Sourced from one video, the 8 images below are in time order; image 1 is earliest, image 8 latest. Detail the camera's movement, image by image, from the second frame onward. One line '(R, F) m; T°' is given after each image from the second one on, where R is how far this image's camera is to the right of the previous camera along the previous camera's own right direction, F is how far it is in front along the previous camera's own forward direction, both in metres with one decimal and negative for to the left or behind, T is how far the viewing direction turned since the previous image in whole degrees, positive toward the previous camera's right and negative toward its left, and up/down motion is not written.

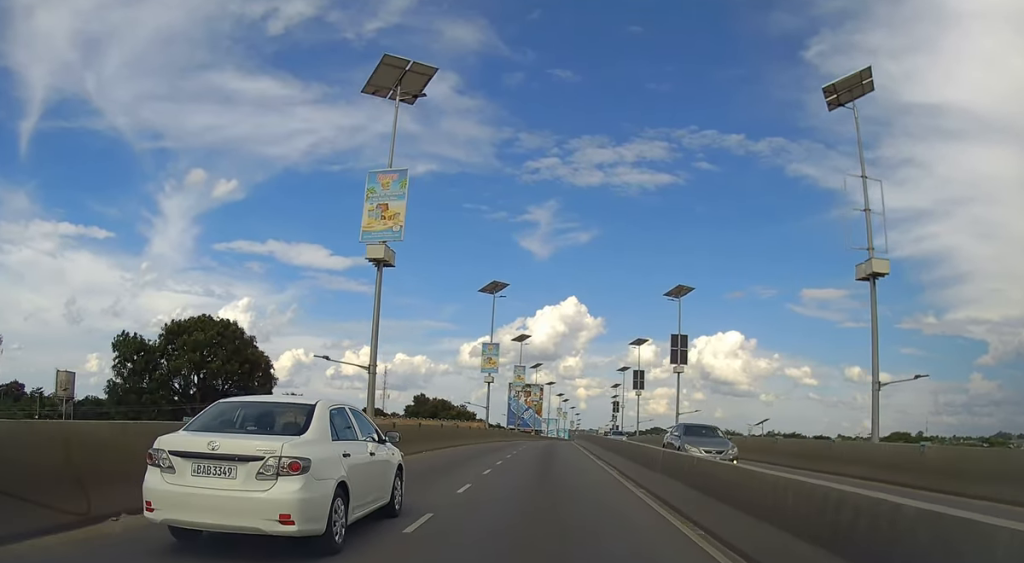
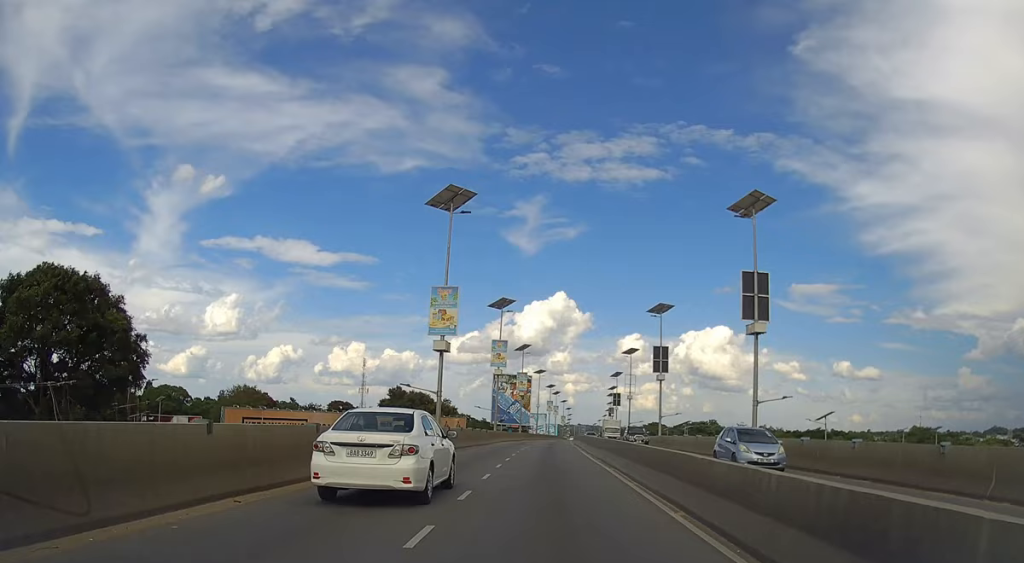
(0.0, +23.0) m; +1°
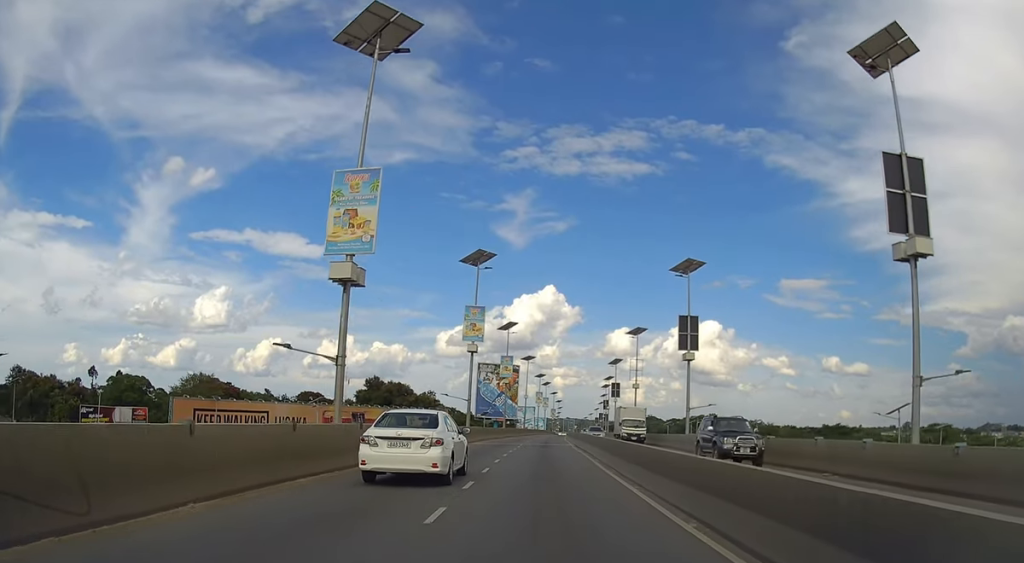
(+0.1, +16.2) m; +1°
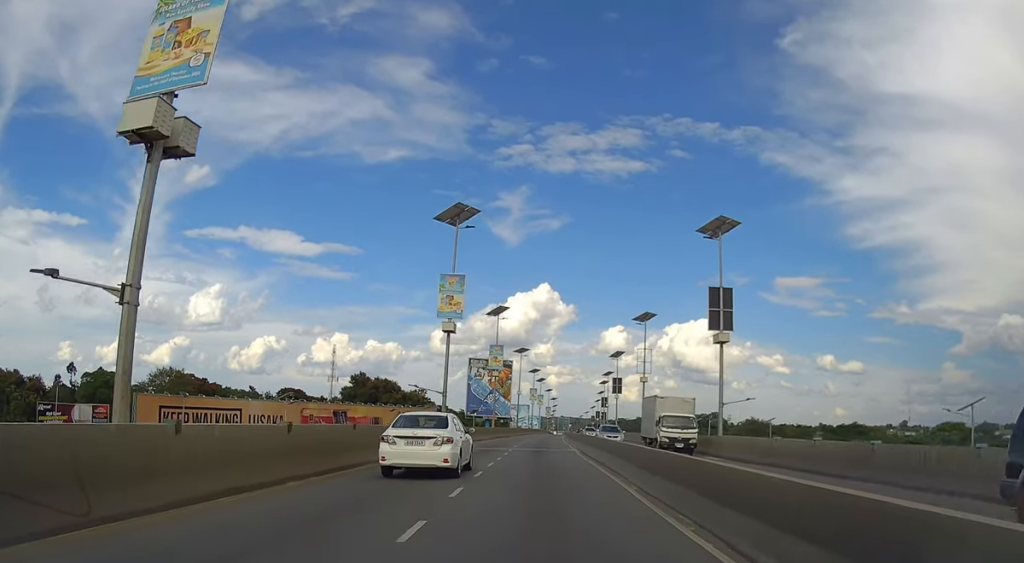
(0.0, +10.3) m; 0°
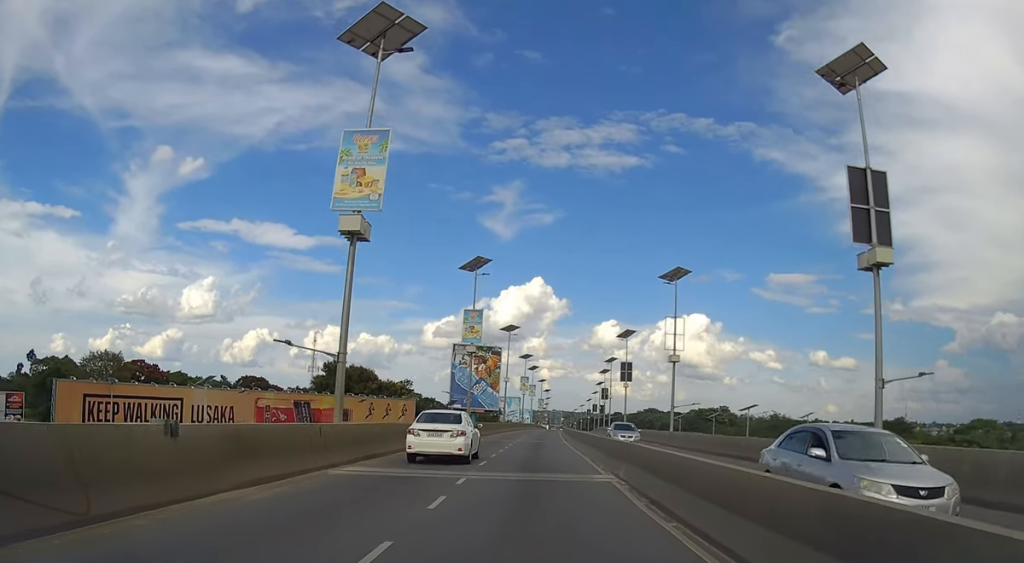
(+0.1, +19.5) m; 0°
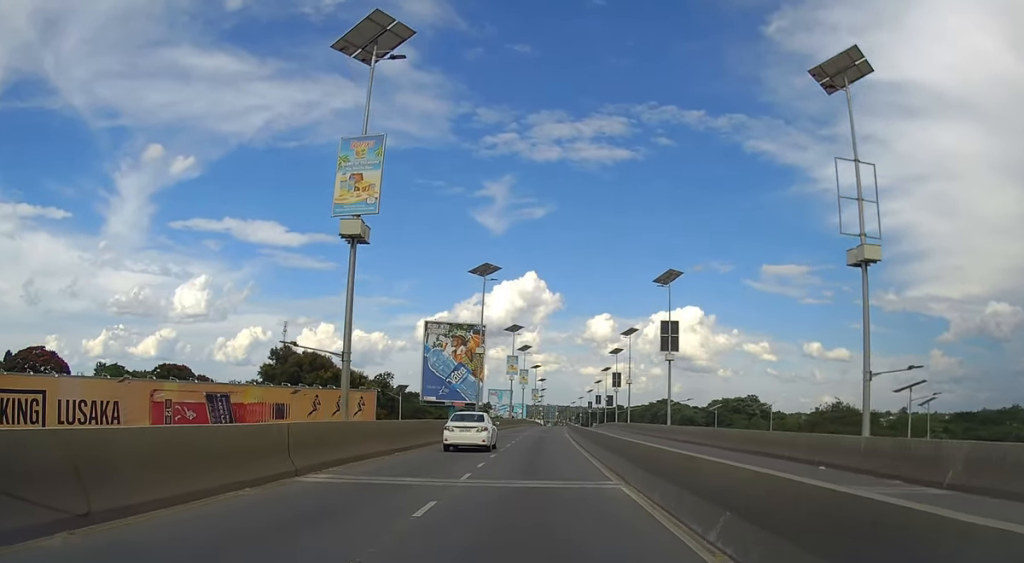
(+0.5, +32.9) m; +1°
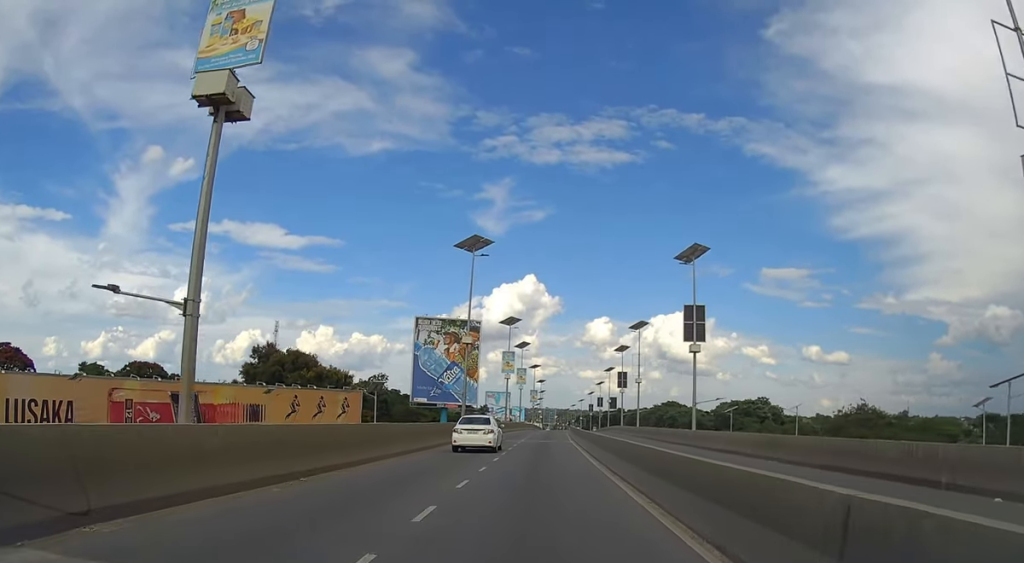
(0.0, +9.5) m; 0°
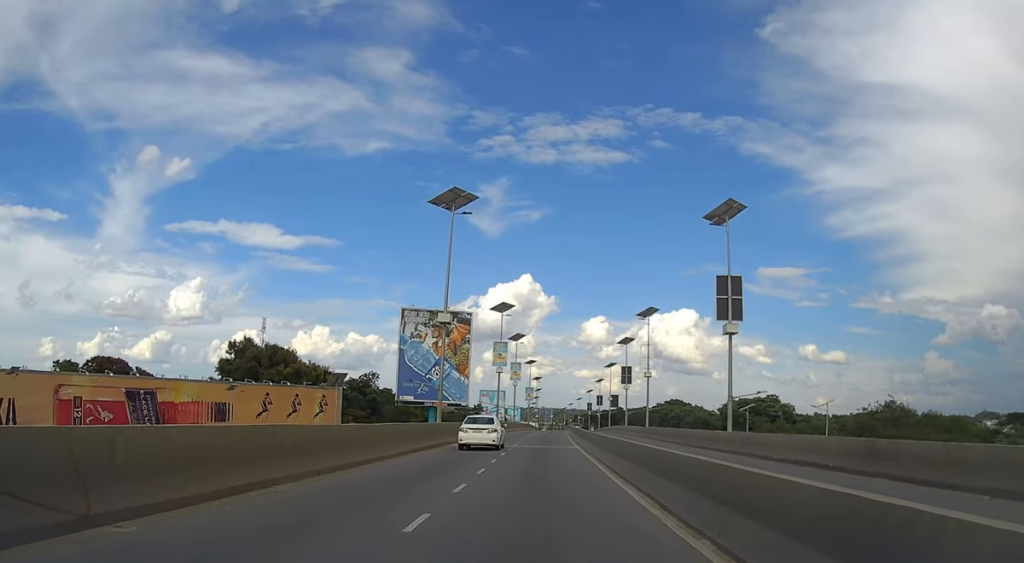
(-0.1, +9.8) m; 0°
